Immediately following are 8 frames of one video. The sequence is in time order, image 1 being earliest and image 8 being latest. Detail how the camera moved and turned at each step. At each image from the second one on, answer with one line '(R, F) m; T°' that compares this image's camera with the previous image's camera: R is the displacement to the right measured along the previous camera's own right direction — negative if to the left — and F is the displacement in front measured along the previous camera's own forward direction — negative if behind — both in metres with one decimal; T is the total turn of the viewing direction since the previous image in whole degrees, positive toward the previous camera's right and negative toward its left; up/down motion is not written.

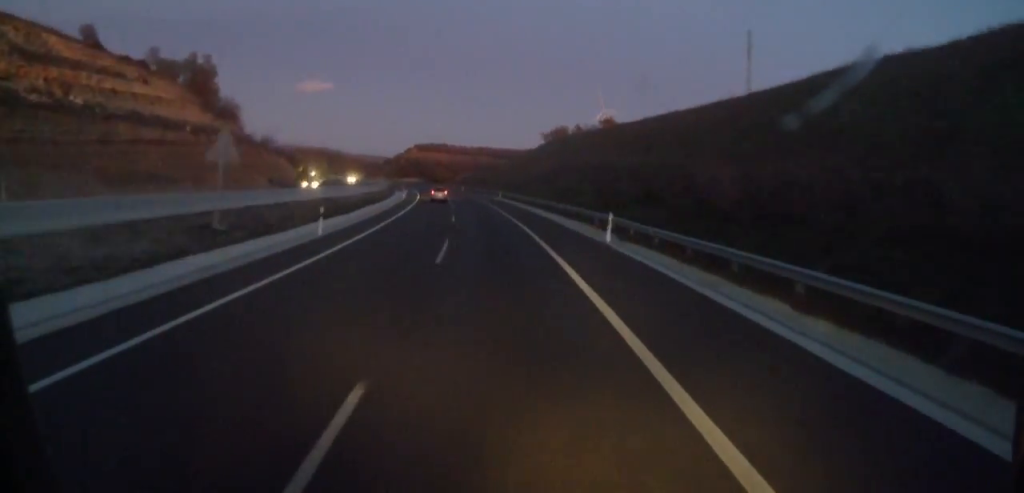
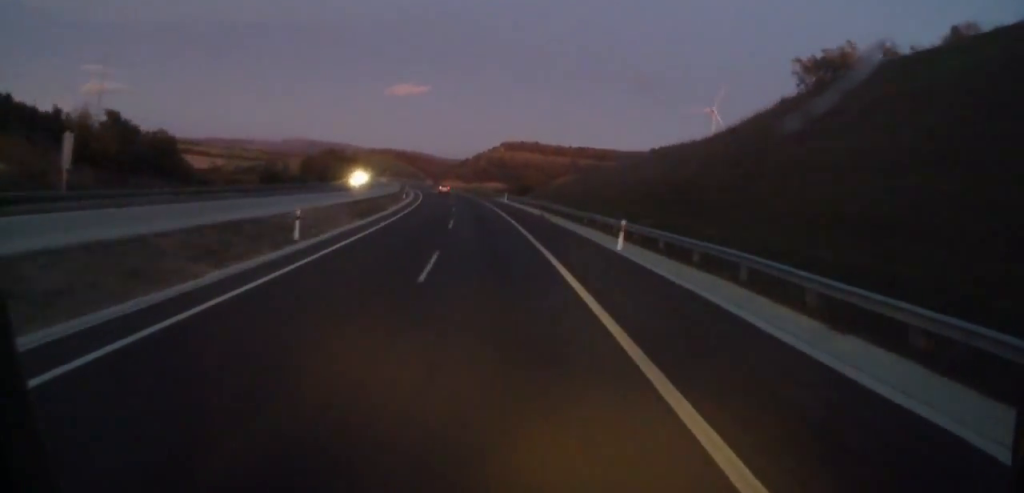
(-9.3, +109.8) m; -10°
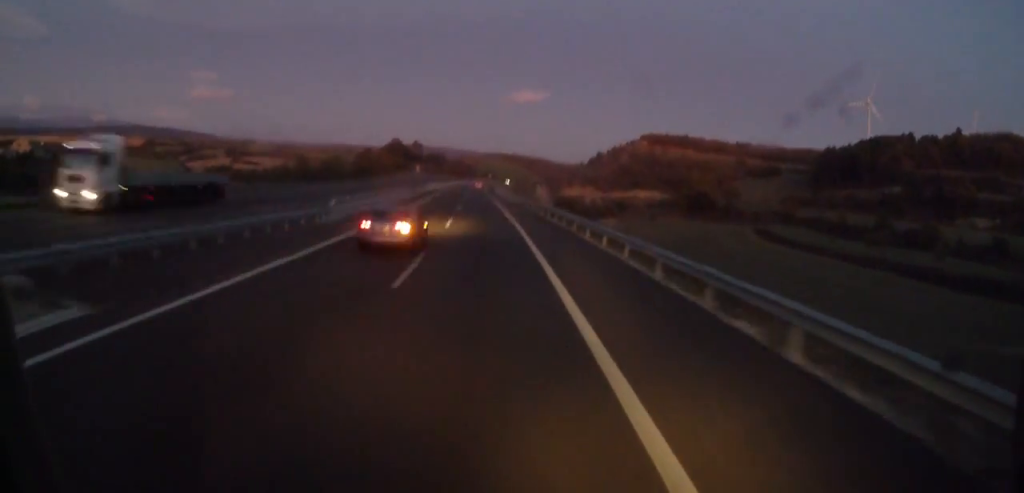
(-17.2, +138.5) m; -14°
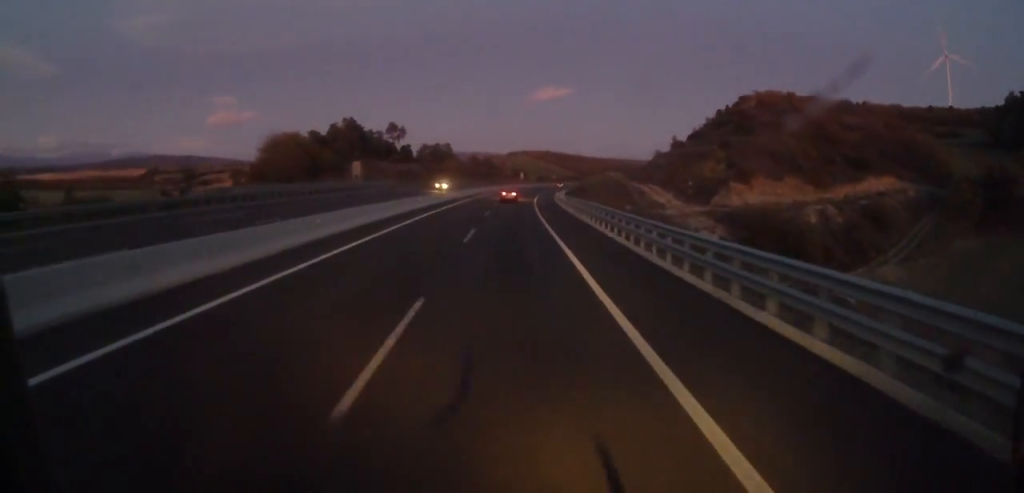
(-12.4, +127.7) m; -5°
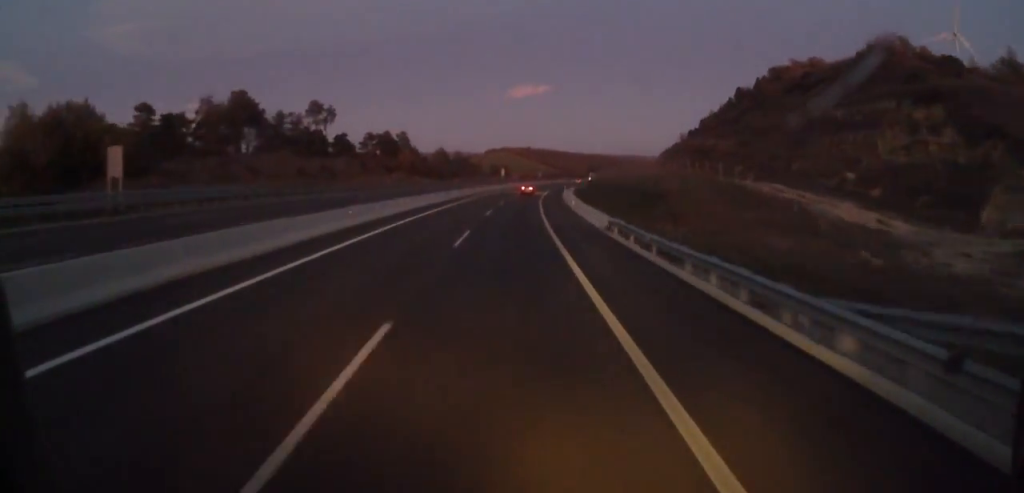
(-1.3, +53.6) m; +2°
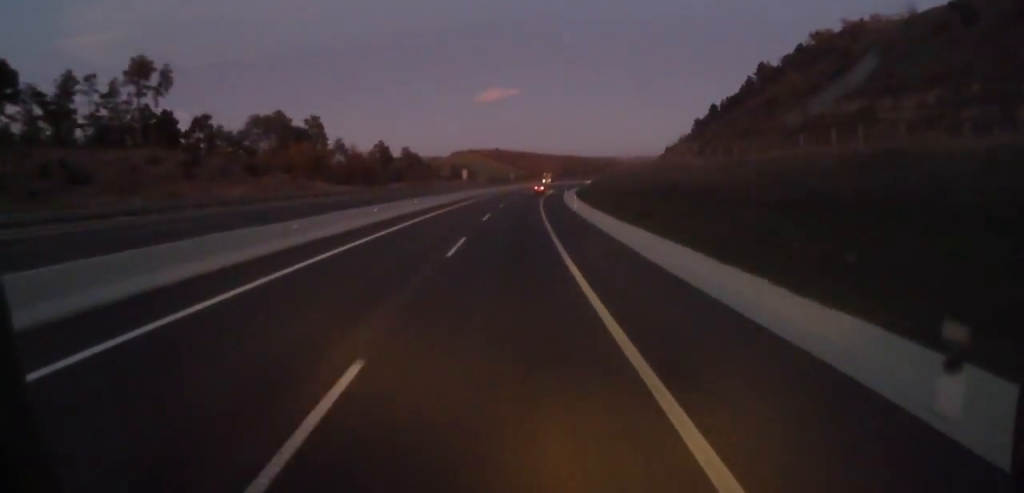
(+2.2, +52.9) m; +5°
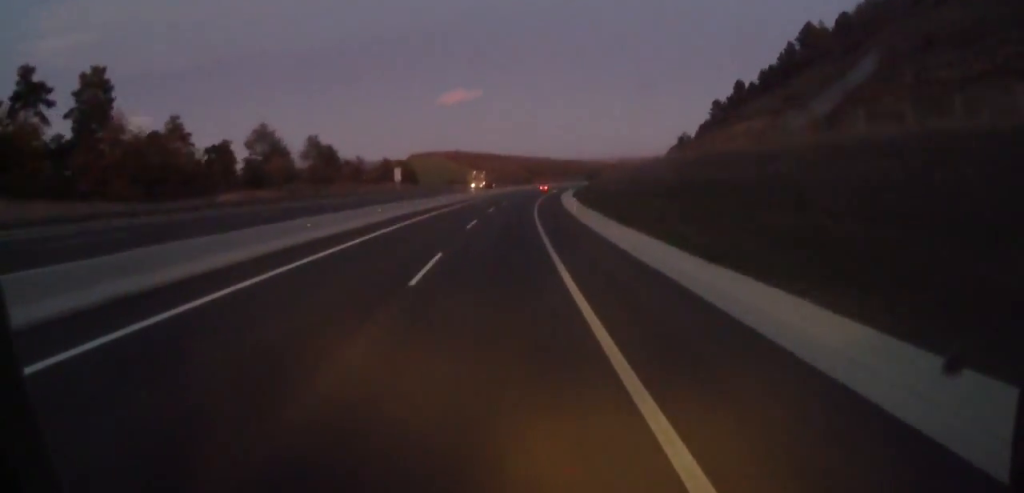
(+1.6, +55.5) m; +5°
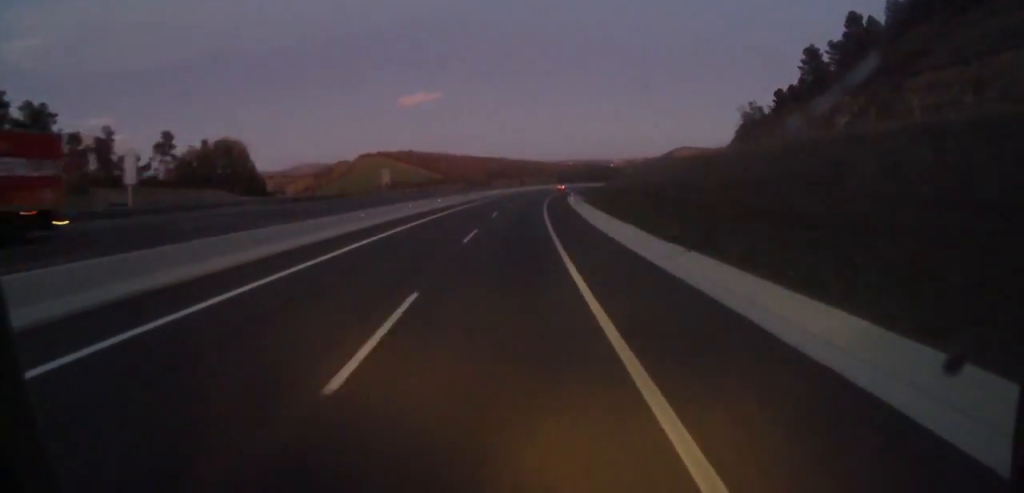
(+8.2, +74.2) m; +3°
